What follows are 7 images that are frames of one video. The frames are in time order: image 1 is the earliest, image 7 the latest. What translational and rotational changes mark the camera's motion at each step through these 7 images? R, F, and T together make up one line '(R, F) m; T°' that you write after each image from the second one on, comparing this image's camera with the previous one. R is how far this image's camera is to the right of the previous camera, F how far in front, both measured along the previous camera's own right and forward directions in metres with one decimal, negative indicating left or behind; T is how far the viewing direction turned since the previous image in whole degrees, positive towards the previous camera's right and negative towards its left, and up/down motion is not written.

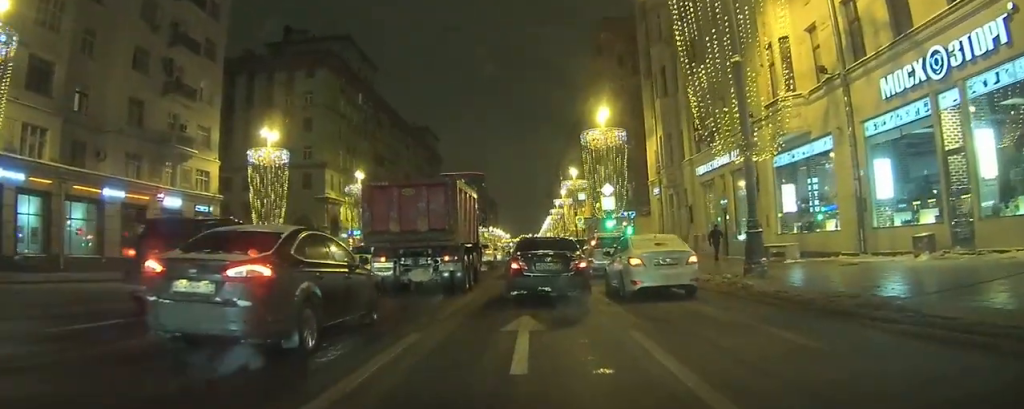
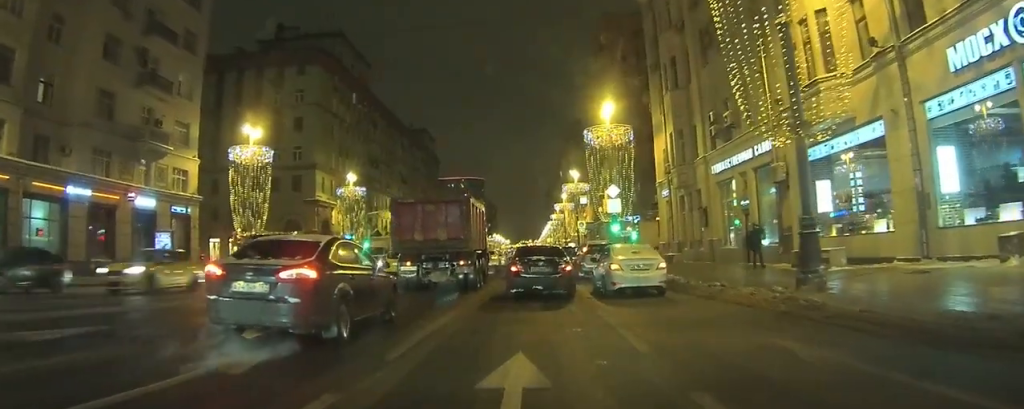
(-0.2, +4.4) m; -1°
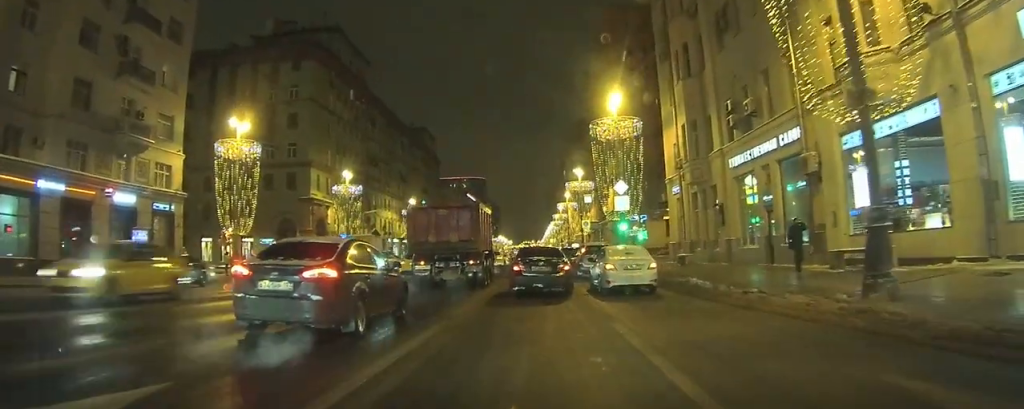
(0.0, +3.1) m; +1°
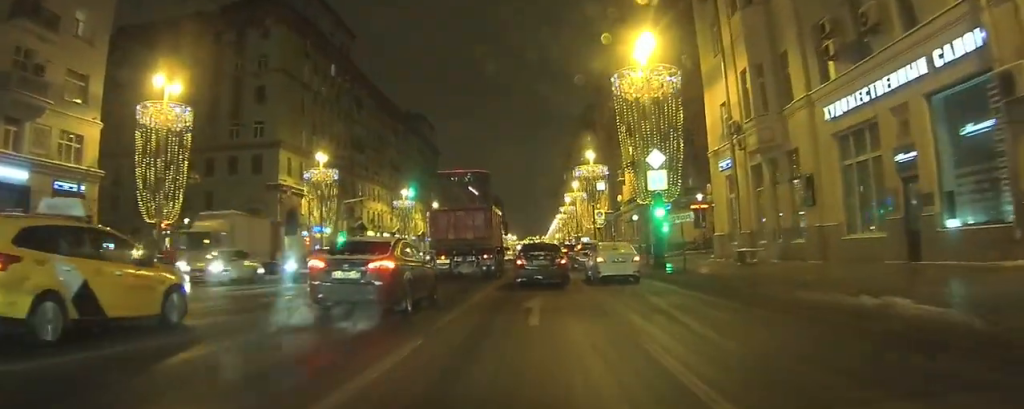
(-0.4, +11.3) m; -6°
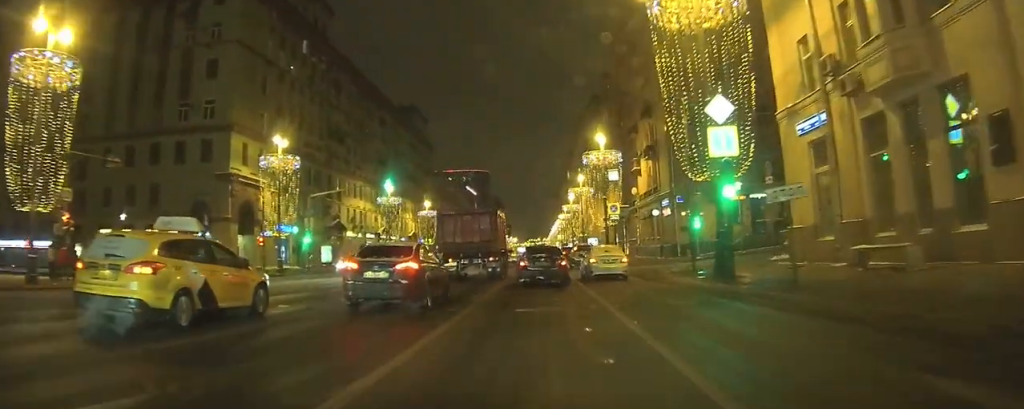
(-0.3, +11.3) m; -3°
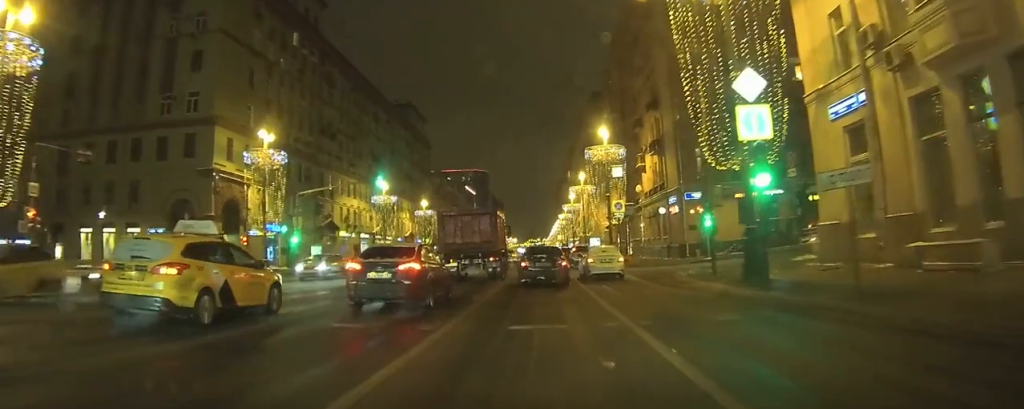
(-0.1, +3.1) m; -1°
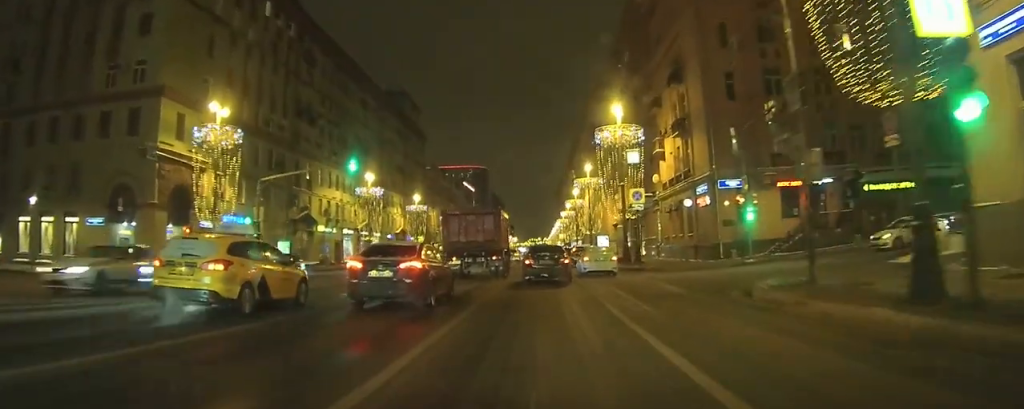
(-0.3, +8.6) m; -3°
